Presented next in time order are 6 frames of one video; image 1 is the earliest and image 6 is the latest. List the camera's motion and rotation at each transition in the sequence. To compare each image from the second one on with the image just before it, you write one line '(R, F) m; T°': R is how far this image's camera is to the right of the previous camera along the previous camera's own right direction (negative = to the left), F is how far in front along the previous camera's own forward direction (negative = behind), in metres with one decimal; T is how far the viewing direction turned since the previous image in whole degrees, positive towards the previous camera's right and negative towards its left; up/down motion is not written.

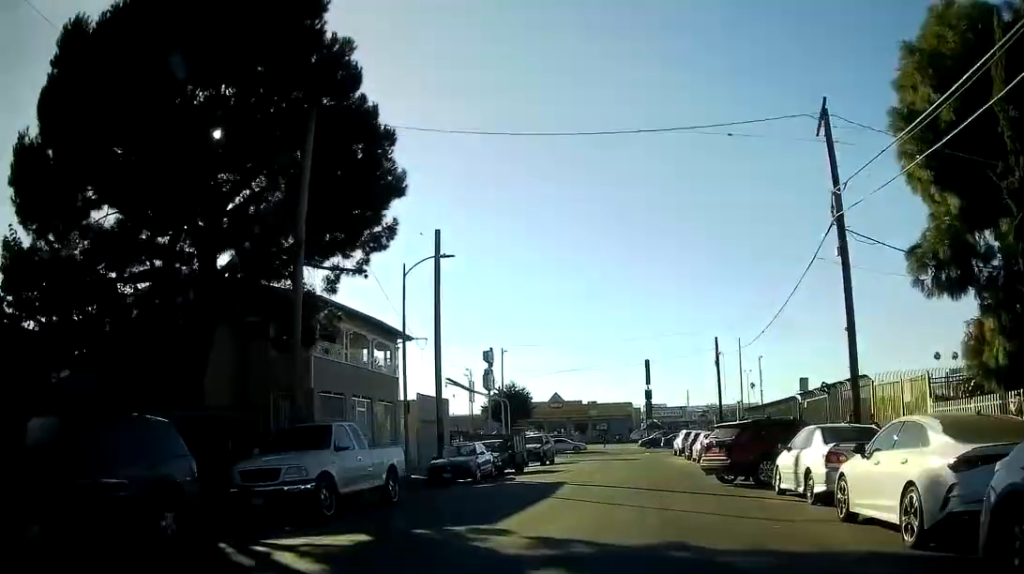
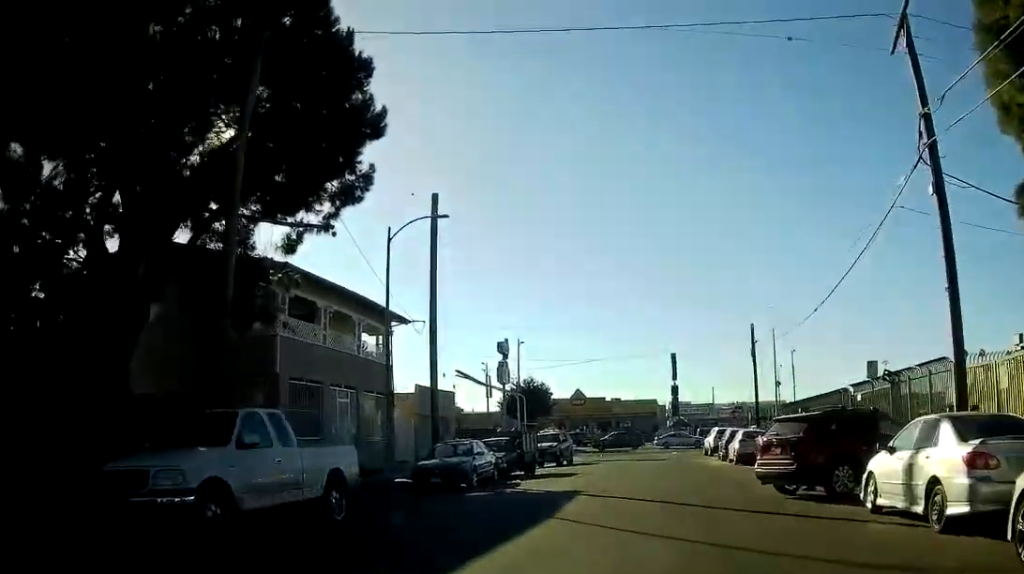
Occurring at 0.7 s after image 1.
(0.0, +5.2) m; 0°
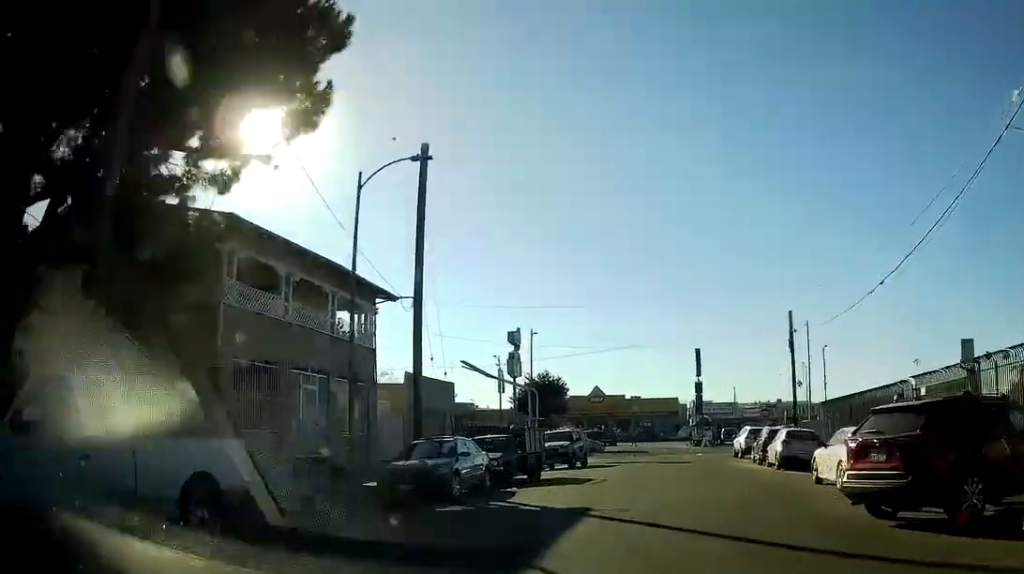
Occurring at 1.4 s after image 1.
(0.0, +5.8) m; -1°
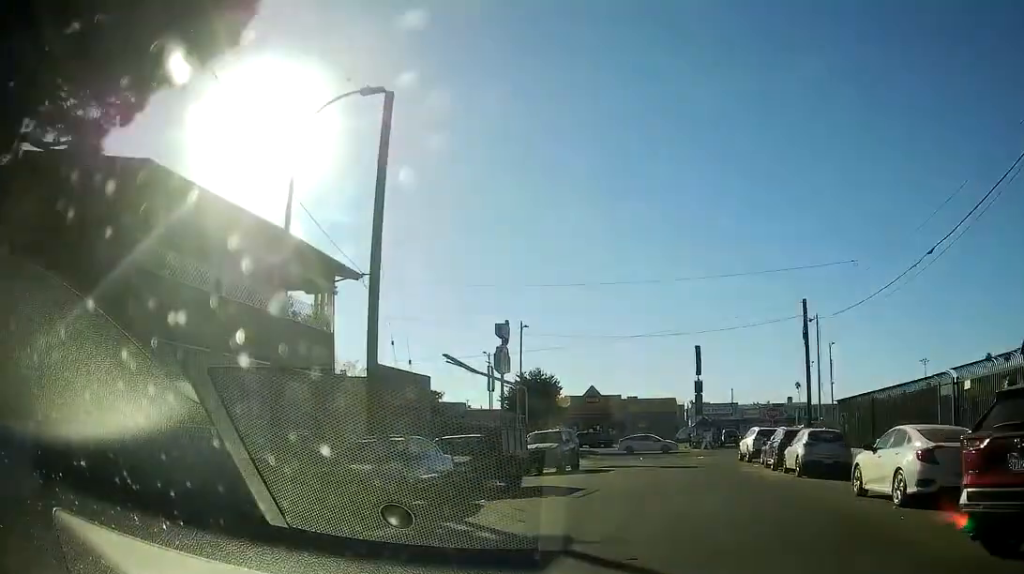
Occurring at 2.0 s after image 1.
(0.0, +4.7) m; -1°
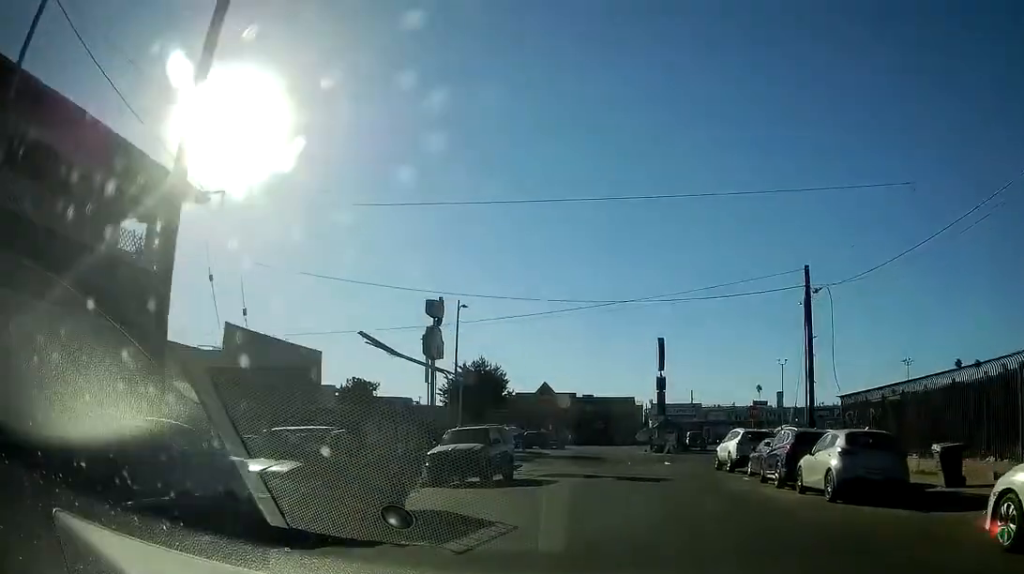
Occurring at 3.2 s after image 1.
(-0.2, +9.1) m; 0°
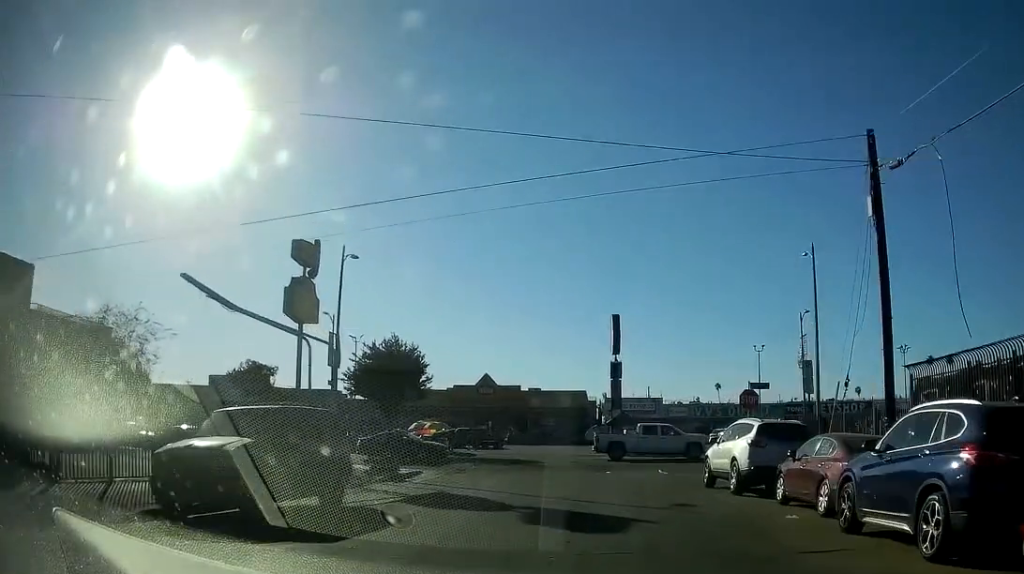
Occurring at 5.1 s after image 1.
(+0.1, +13.8) m; +2°
